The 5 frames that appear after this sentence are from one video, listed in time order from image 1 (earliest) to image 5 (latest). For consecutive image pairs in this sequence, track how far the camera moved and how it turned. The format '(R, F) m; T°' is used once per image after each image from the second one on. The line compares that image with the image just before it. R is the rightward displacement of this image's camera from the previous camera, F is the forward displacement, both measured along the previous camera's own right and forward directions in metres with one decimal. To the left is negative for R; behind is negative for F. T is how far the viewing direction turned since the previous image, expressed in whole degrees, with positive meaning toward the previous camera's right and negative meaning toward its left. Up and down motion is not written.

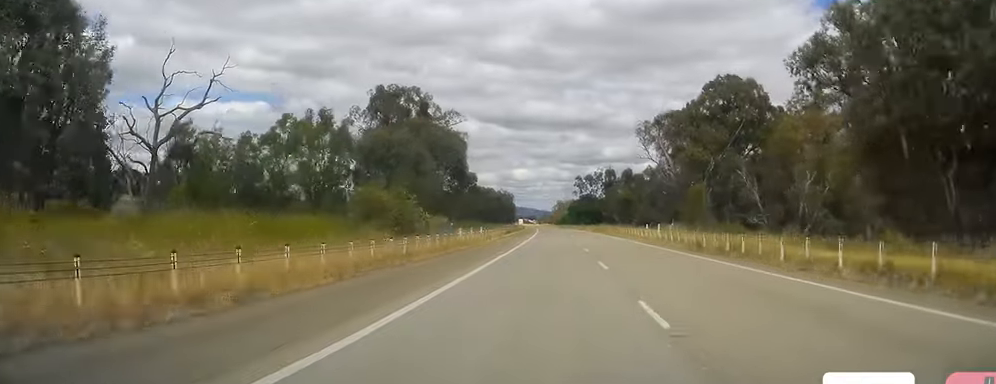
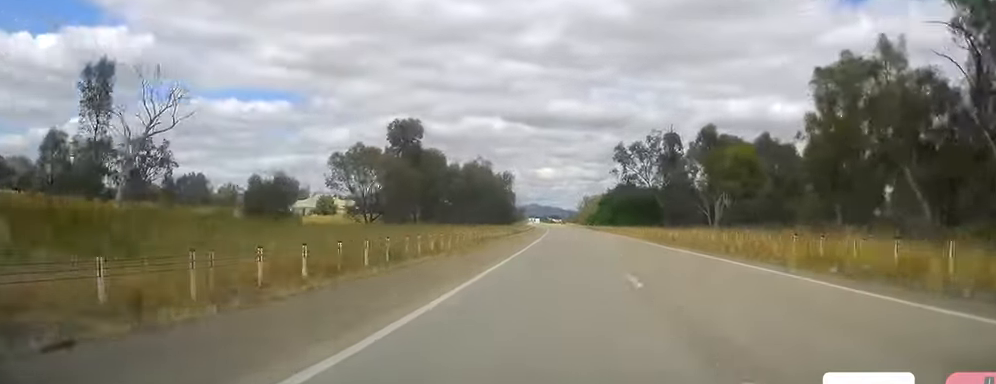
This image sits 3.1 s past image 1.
(-0.7, +90.3) m; -2°
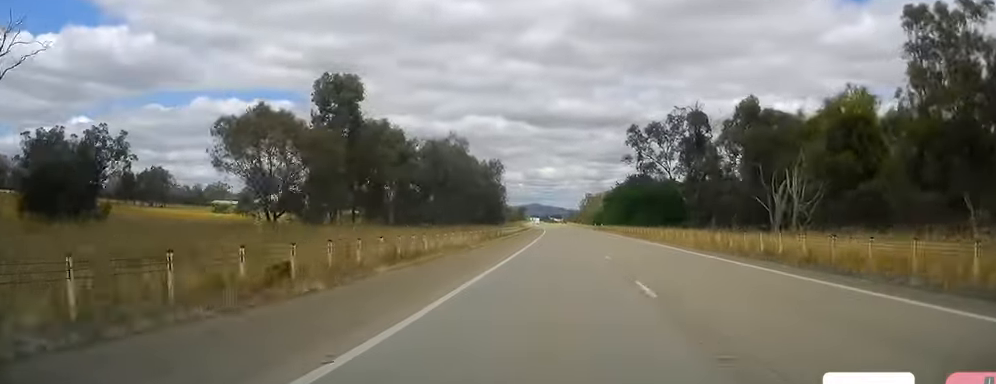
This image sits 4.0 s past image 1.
(-0.2, +25.8) m; 0°
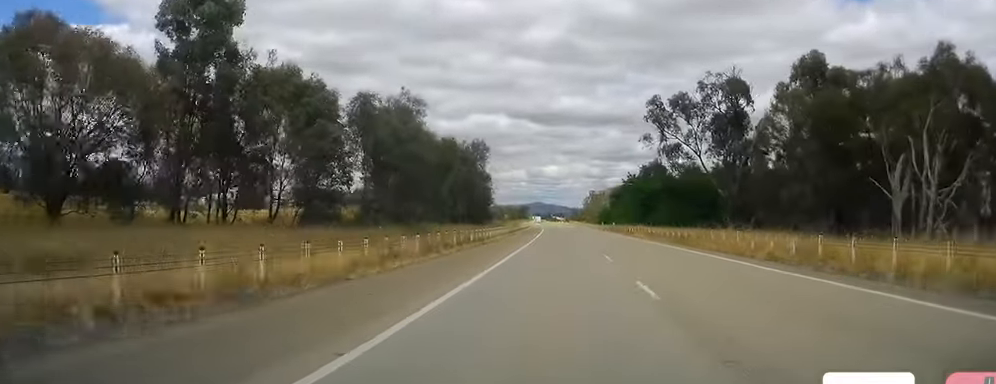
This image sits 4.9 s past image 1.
(0.0, +24.0) m; 0°
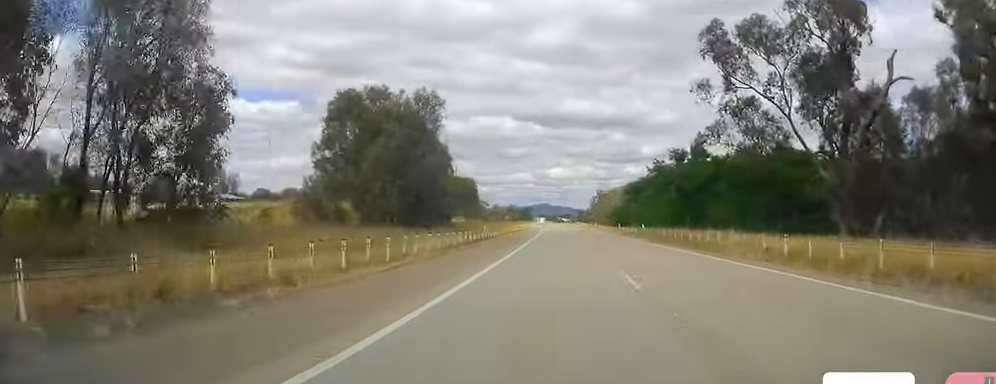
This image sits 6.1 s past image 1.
(-0.2, +34.5) m; 0°
